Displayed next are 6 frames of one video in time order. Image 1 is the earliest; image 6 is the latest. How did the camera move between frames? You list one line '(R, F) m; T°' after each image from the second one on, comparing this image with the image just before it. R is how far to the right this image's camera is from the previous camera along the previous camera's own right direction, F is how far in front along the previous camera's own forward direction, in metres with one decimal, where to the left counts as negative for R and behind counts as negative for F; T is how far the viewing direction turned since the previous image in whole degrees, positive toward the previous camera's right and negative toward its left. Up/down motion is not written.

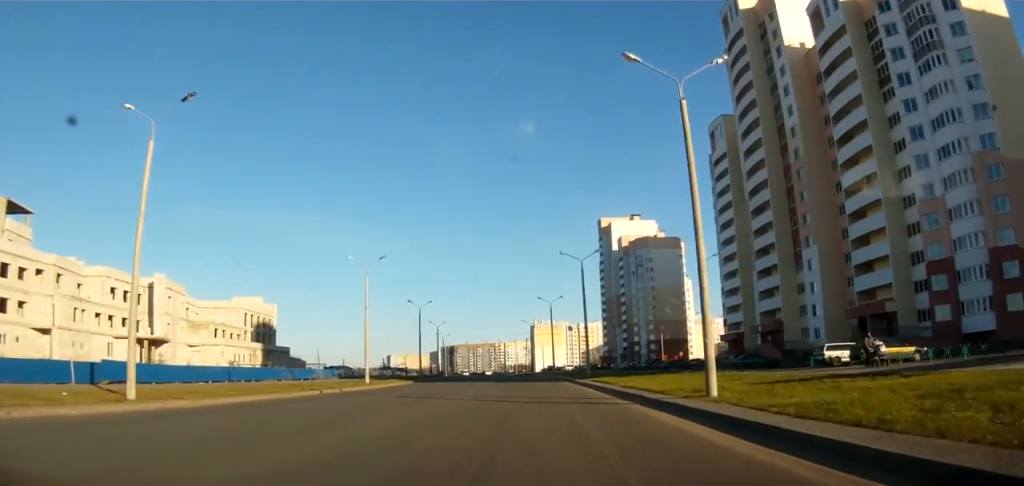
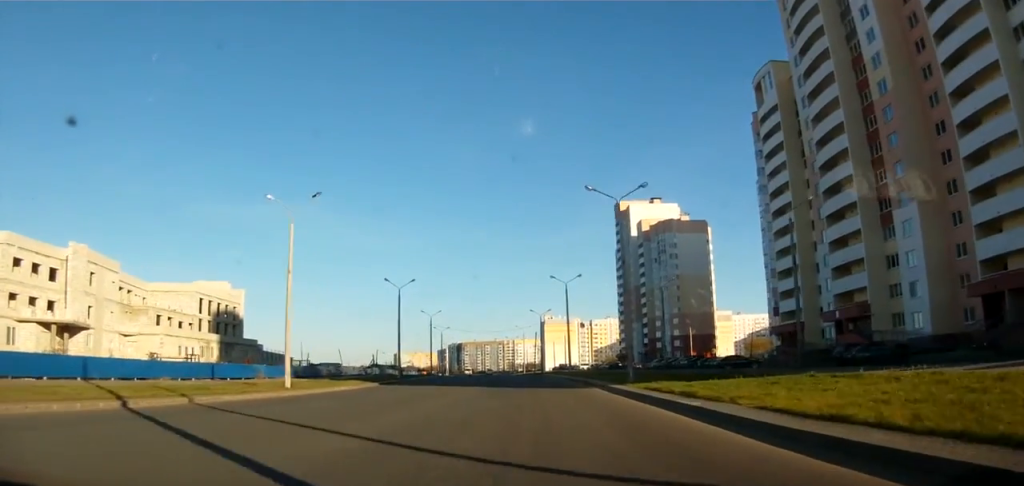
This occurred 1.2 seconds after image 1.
(+0.1, +19.0) m; 0°
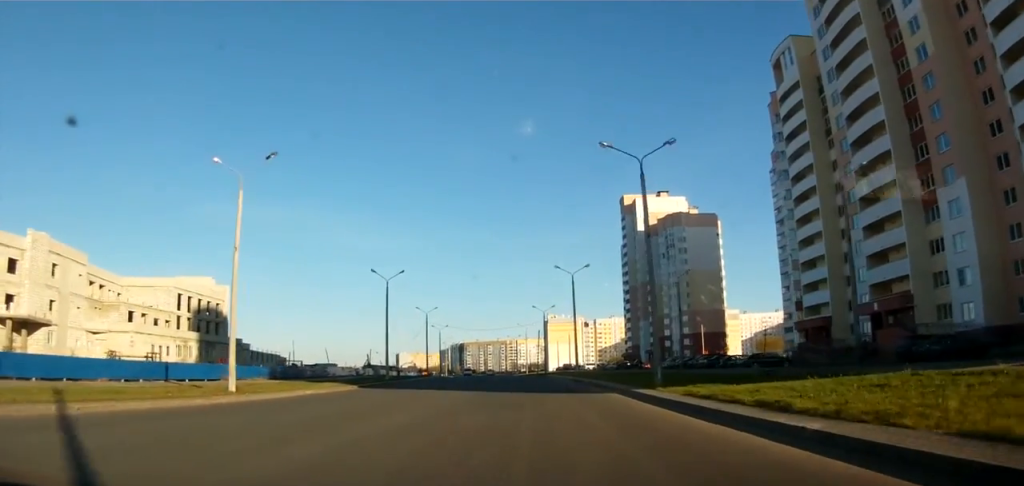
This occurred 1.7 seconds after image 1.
(0.0, +7.4) m; -1°
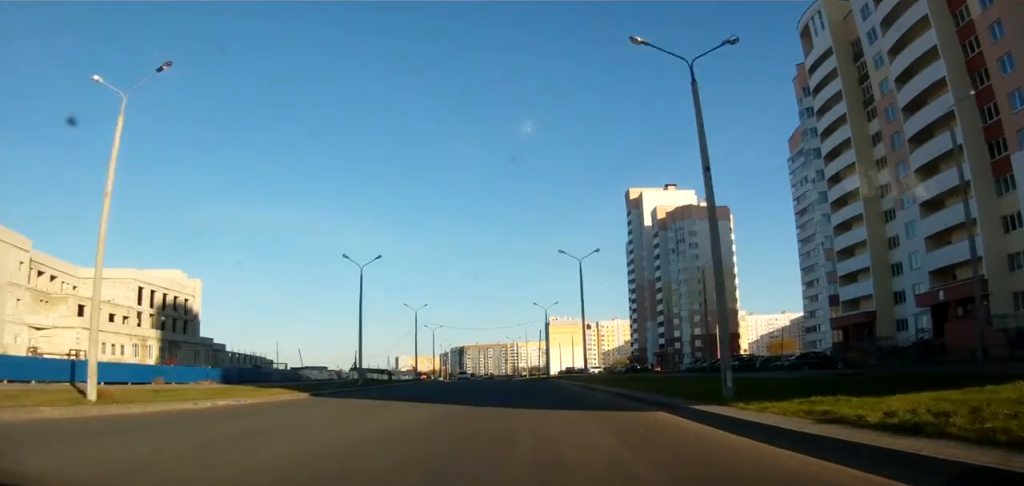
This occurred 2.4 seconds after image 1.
(-0.2, +10.4) m; -3°
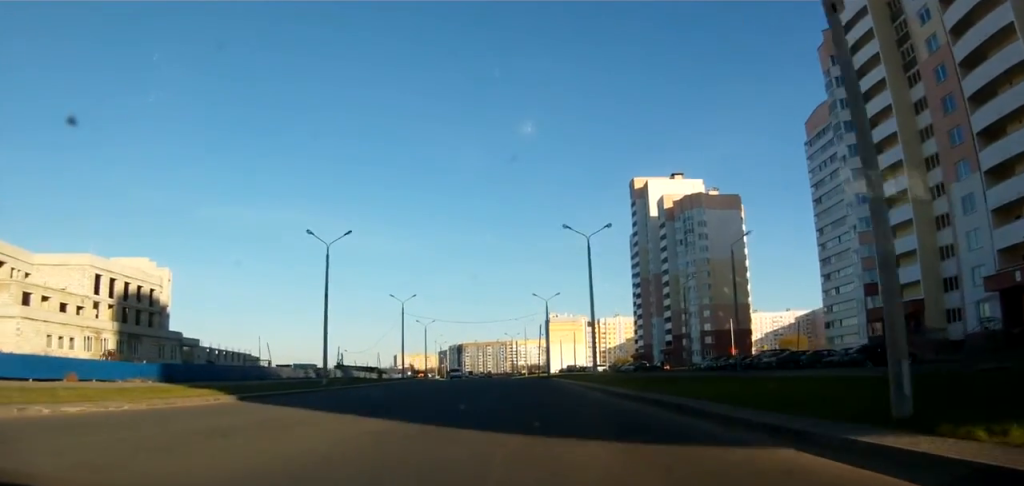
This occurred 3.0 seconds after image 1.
(-0.3, +9.1) m; 0°
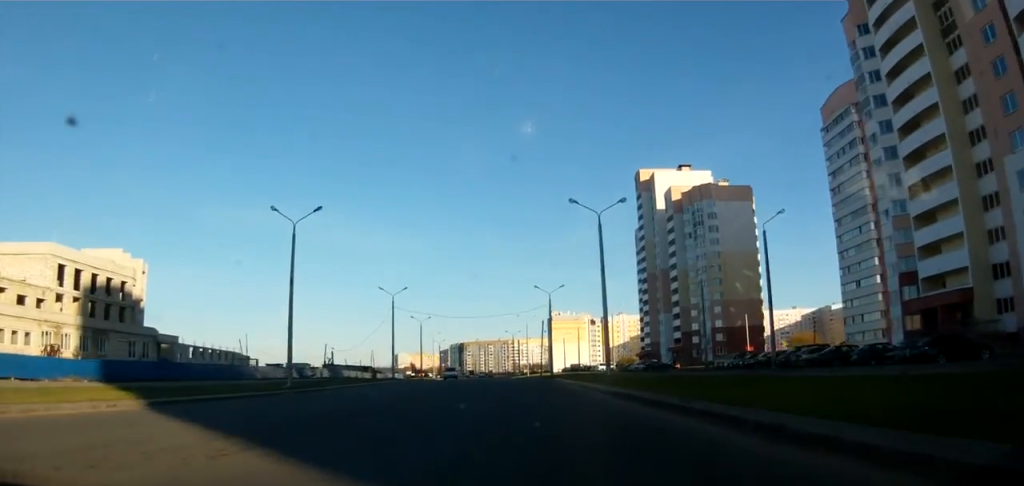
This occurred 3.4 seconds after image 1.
(-0.2, +6.7) m; 0°
